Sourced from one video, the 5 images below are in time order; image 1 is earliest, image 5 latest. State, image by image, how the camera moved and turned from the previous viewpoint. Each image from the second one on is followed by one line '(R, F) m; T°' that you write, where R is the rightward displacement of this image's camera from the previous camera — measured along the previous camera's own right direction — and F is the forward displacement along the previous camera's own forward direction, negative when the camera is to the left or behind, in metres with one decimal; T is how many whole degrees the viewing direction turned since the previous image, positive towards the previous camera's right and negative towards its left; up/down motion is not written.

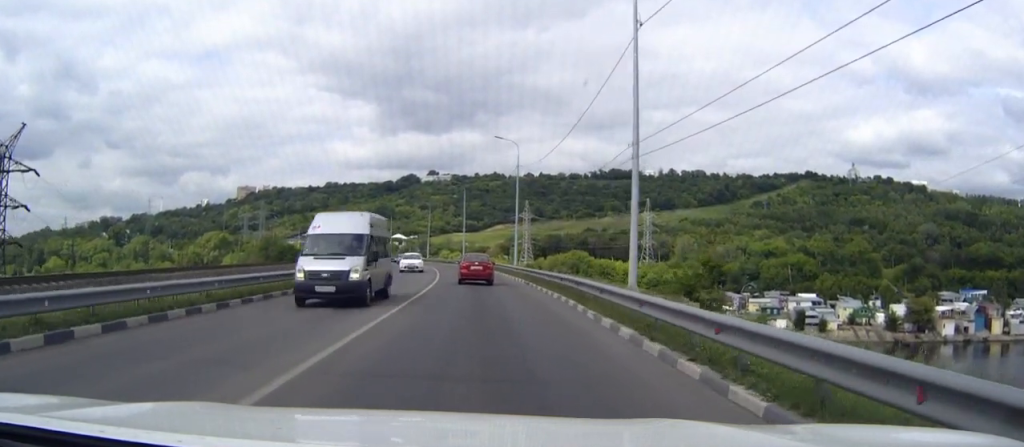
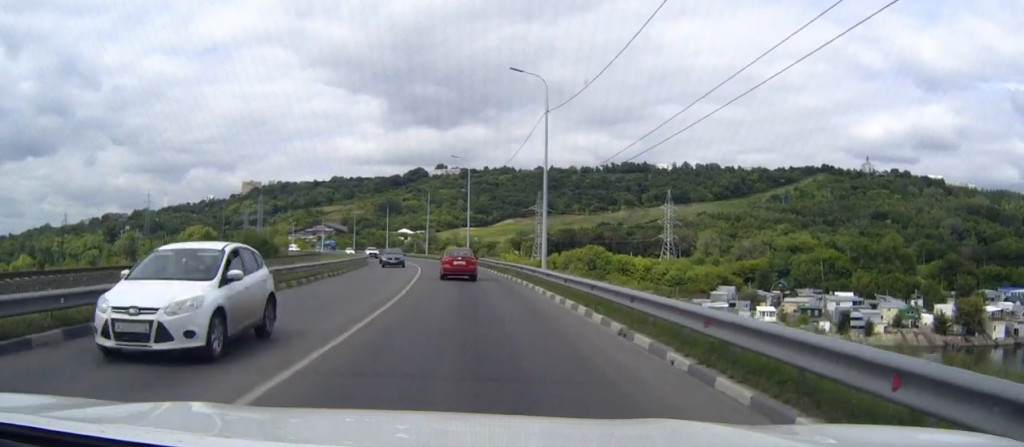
(-0.1, +23.4) m; -1°
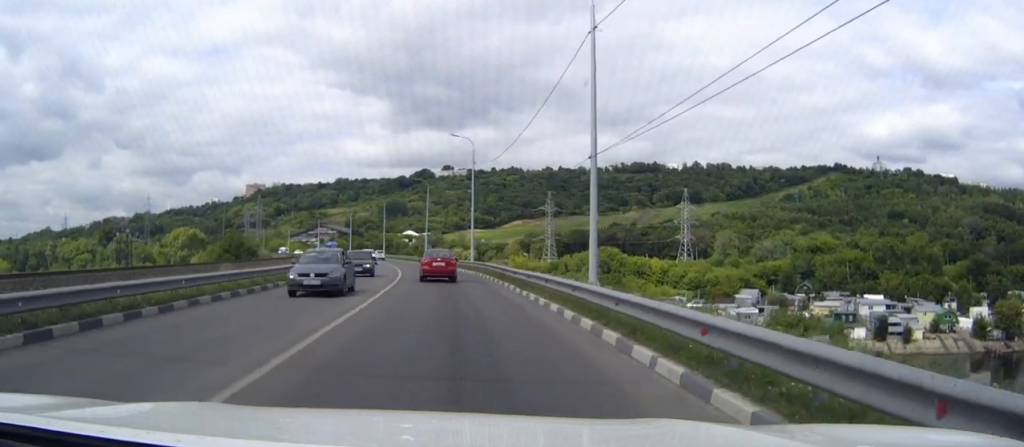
(-0.1, +16.8) m; -1°
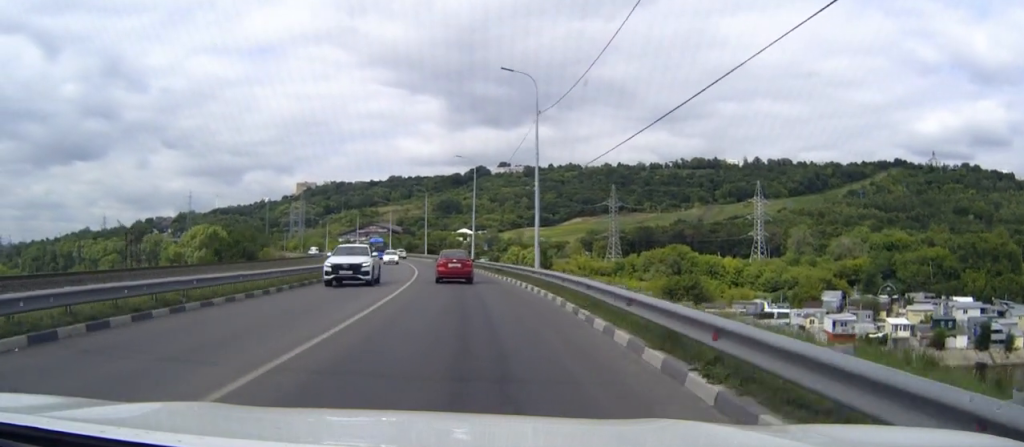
(-0.5, +24.5) m; -3°
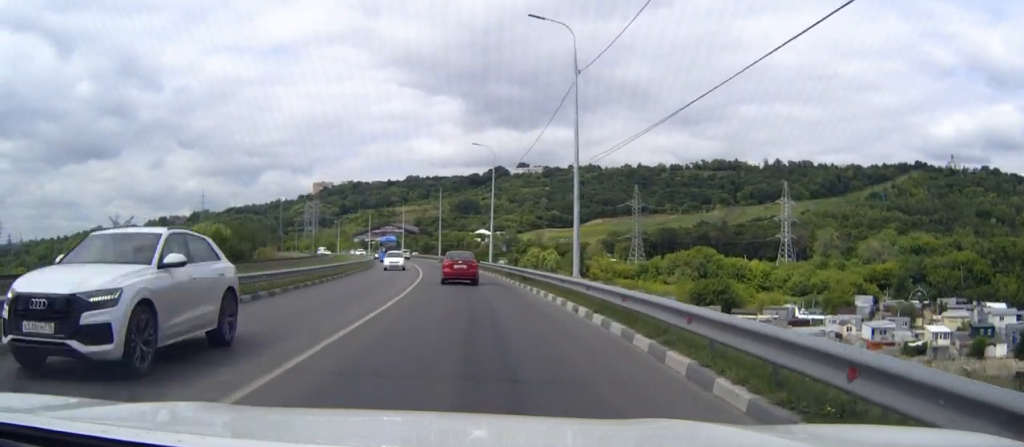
(-0.2, +10.4) m; -2°
